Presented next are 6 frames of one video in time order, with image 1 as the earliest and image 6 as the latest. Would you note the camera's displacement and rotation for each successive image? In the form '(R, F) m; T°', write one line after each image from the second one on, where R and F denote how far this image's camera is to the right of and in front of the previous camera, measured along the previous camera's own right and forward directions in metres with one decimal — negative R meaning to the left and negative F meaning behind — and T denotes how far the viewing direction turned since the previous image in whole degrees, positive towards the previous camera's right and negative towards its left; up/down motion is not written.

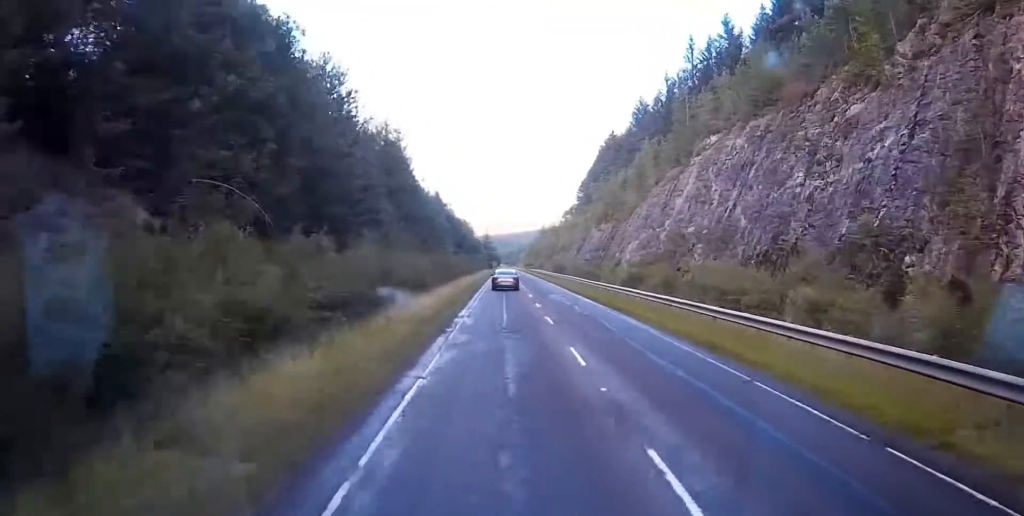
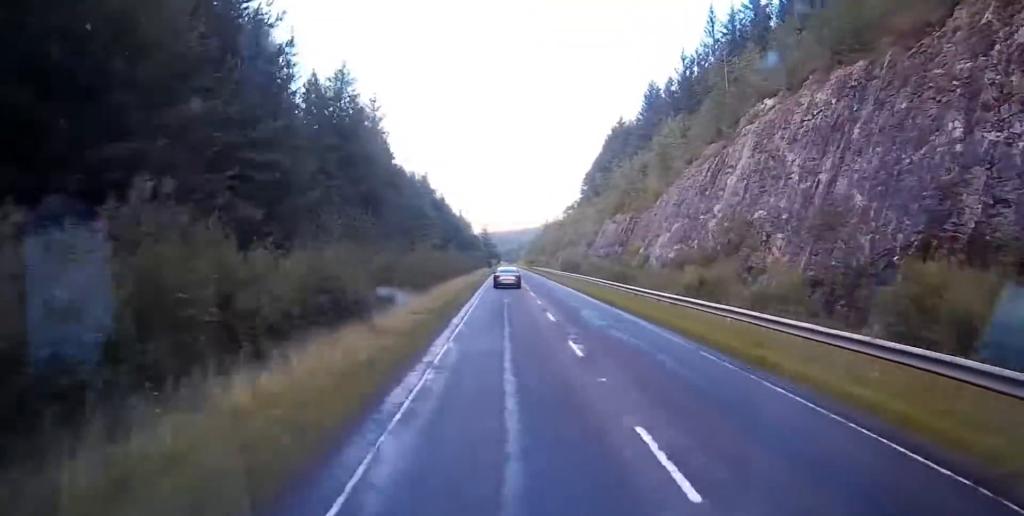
(0.0, +16.7) m; 0°
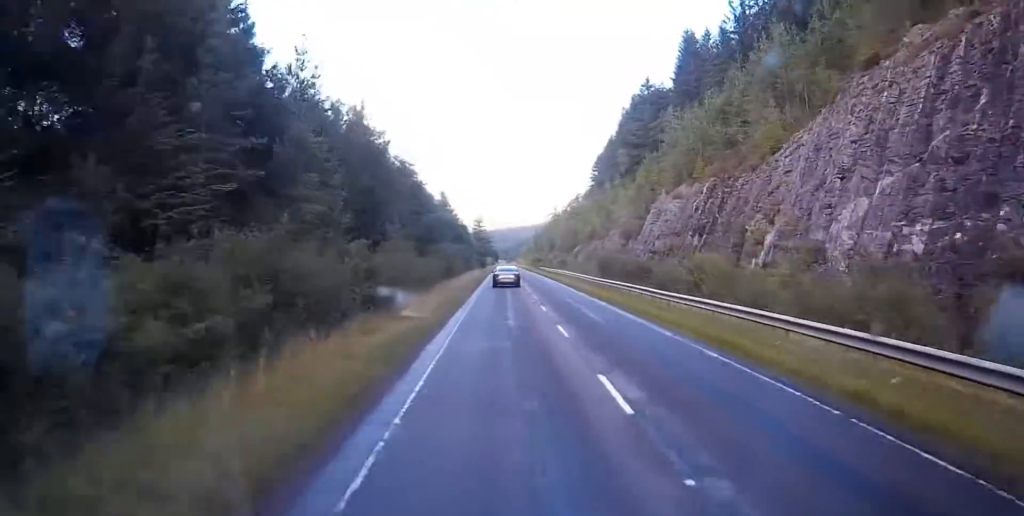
(0.0, +40.6) m; 0°
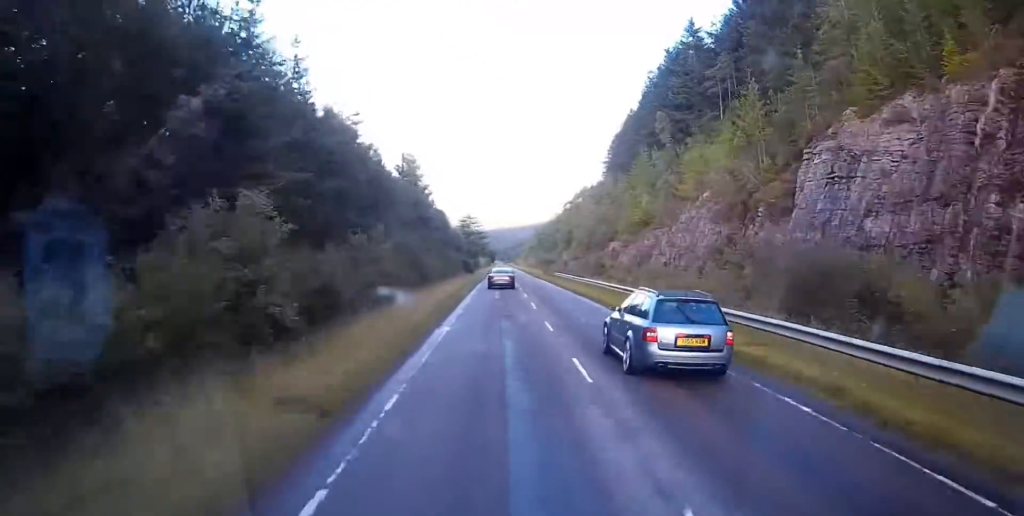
(-0.1, +41.6) m; 0°
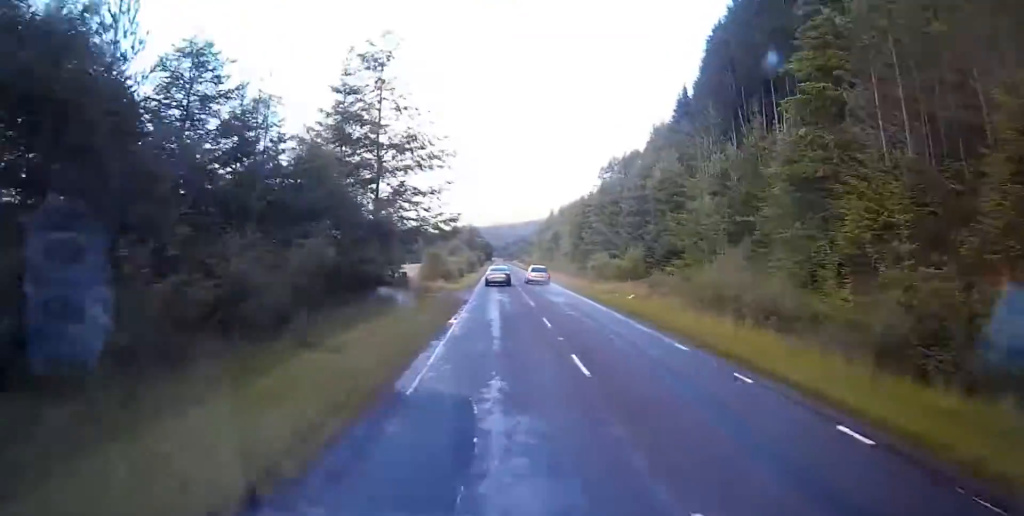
(-0.2, +105.6) m; 0°
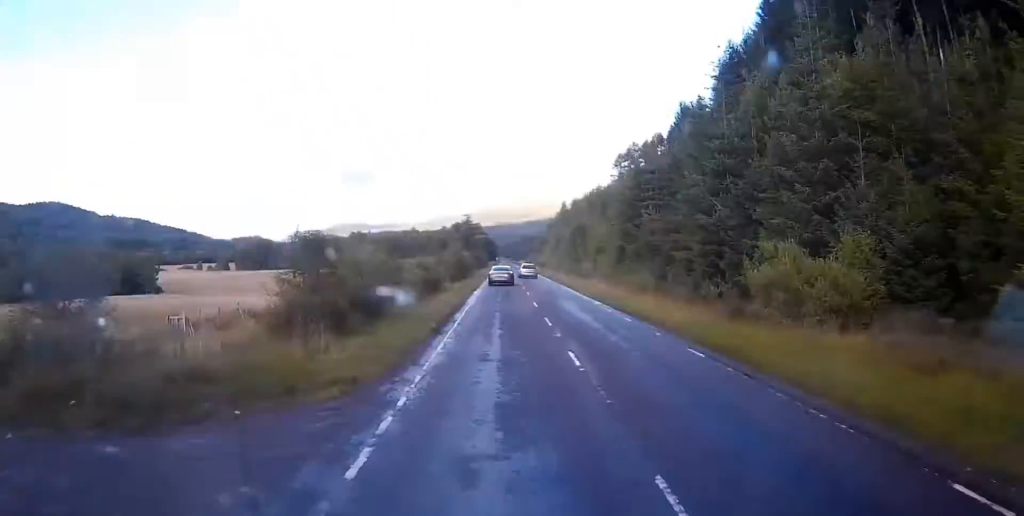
(-0.1, +34.3) m; 0°
